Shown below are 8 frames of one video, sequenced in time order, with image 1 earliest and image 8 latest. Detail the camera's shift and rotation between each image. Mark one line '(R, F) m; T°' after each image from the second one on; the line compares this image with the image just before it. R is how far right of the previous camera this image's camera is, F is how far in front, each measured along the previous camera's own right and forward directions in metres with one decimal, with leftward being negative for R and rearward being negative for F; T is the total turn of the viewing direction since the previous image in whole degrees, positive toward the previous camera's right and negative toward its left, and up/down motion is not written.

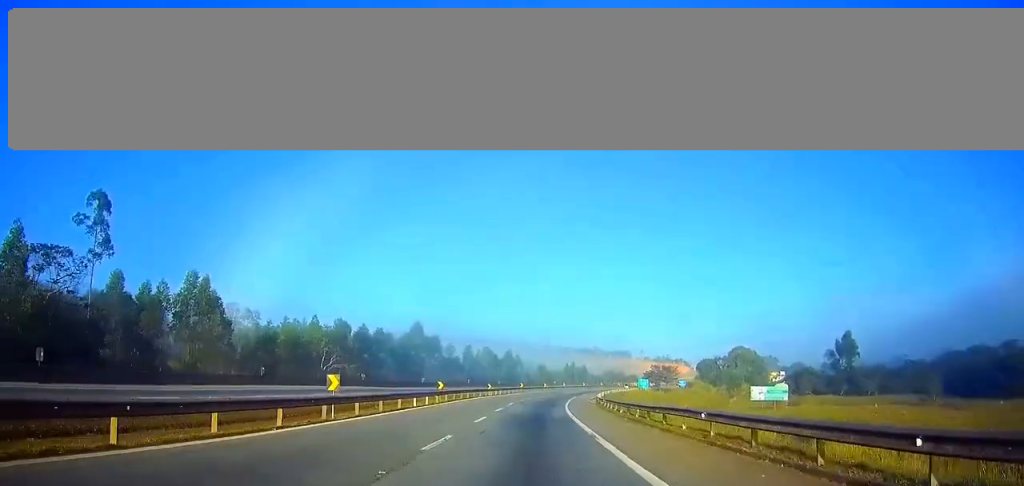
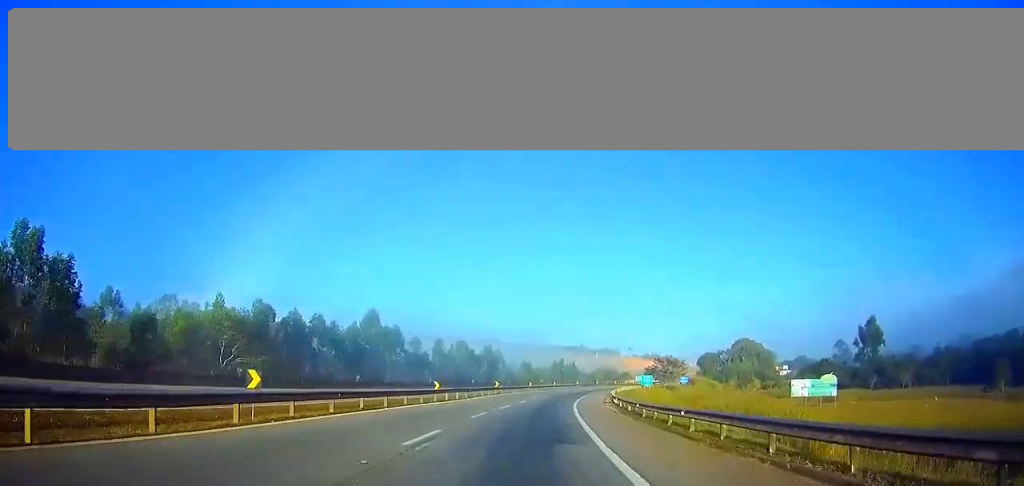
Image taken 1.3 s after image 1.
(+0.3, +34.2) m; +2°
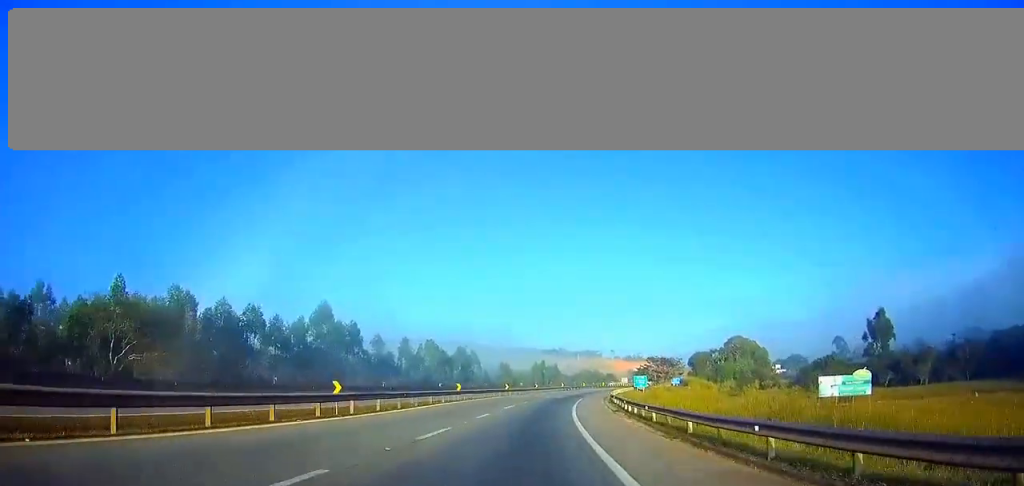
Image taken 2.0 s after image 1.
(+0.3, +21.0) m; +1°
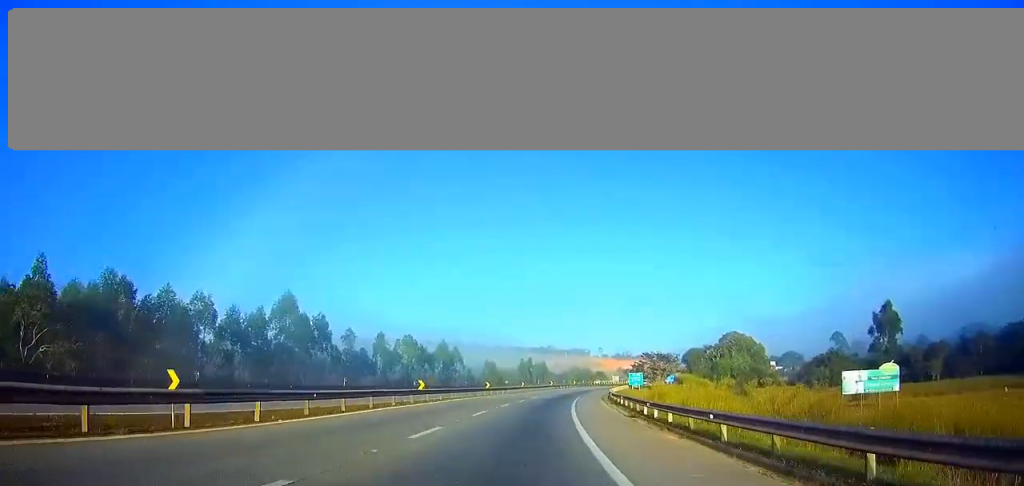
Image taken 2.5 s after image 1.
(0.0, +12.8) m; +1°
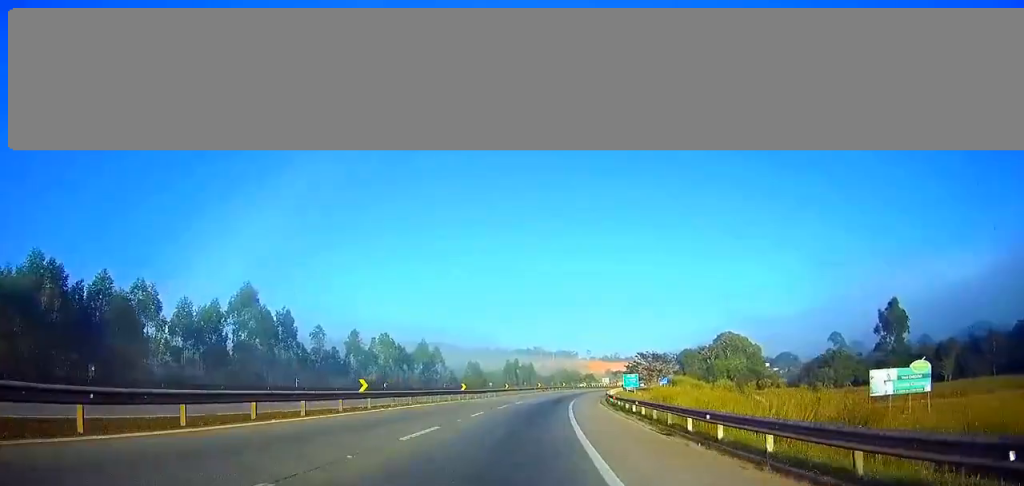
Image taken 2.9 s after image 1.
(+0.2, +11.9) m; +1°
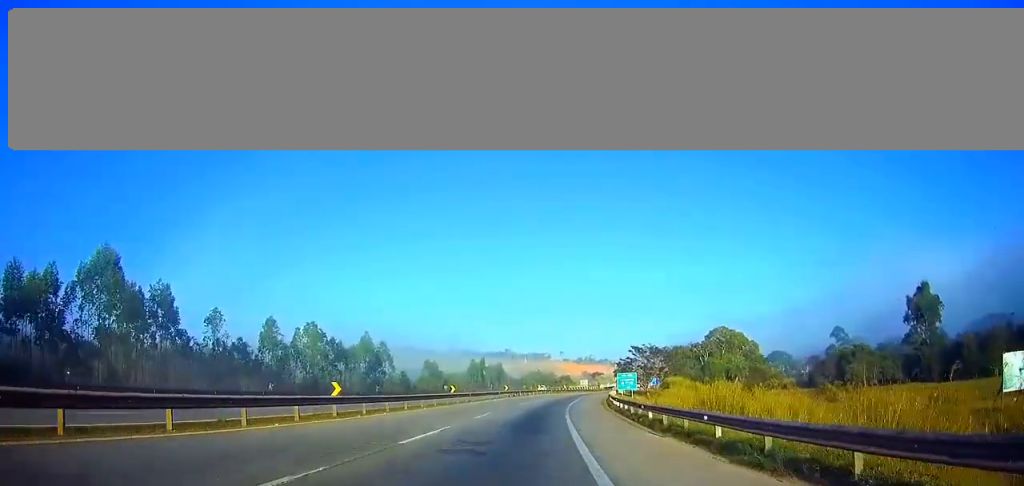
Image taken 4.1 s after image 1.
(+0.8, +32.2) m; +2°
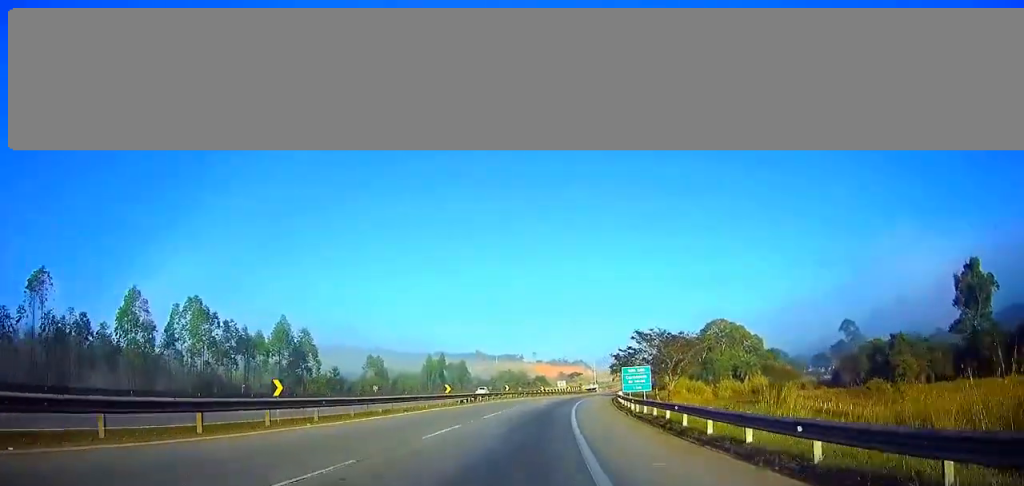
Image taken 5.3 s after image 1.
(+0.3, +34.5) m; +2°
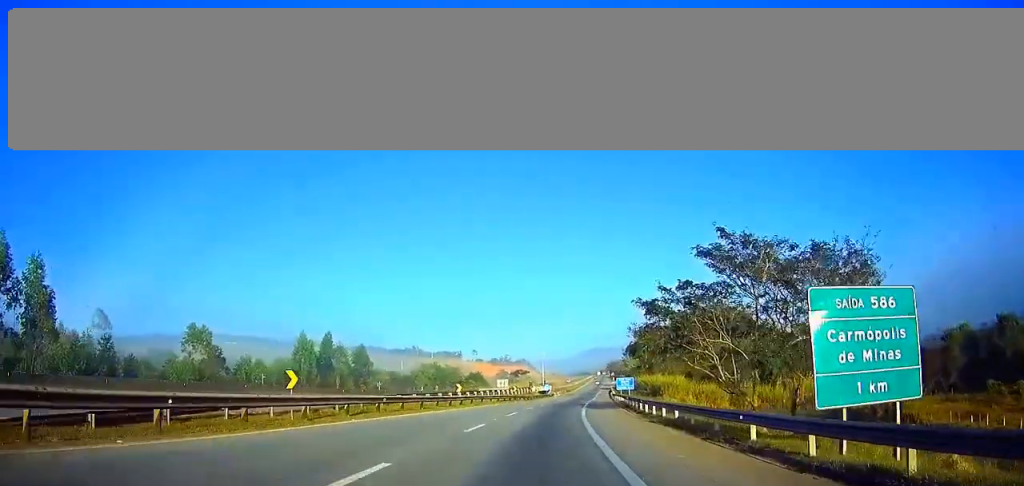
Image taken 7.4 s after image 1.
(+3.1, +58.7) m; +6°
